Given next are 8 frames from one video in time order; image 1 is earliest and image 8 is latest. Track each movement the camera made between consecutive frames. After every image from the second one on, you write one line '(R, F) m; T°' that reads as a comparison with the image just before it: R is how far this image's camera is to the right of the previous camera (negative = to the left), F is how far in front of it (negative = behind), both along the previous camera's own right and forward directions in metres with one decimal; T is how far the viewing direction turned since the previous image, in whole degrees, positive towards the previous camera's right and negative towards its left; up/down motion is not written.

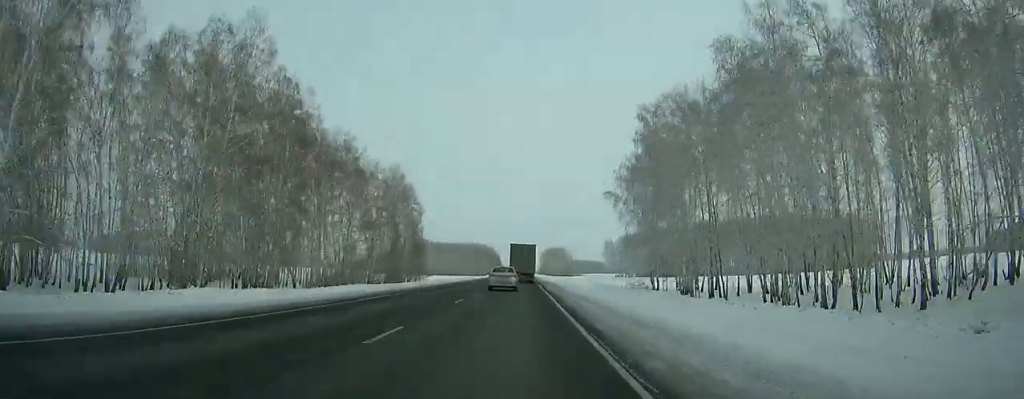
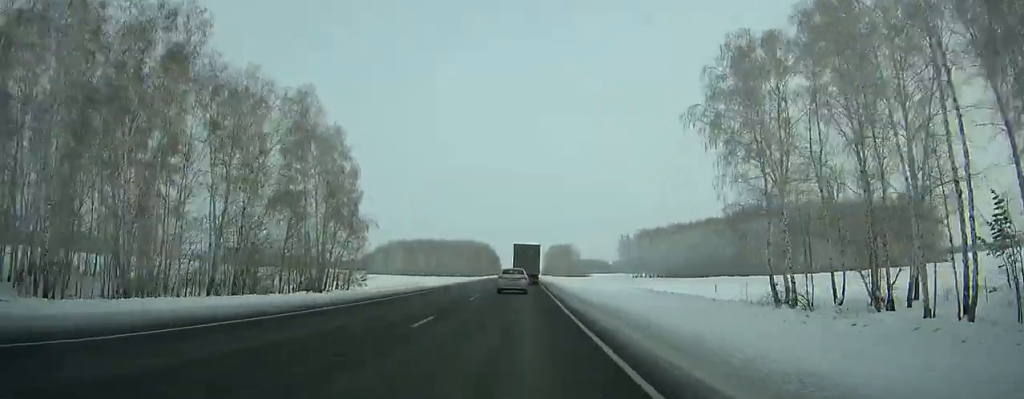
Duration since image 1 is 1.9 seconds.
(0.0, +45.5) m; 0°
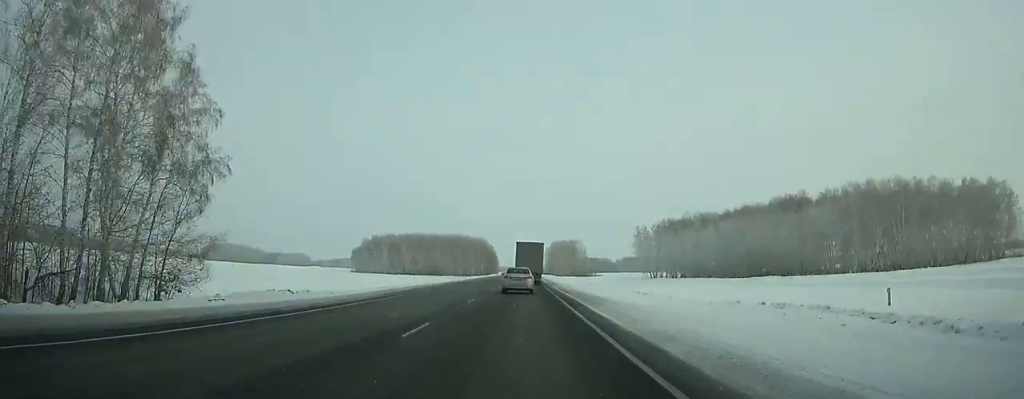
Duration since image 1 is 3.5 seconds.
(-0.1, +37.9) m; 0°
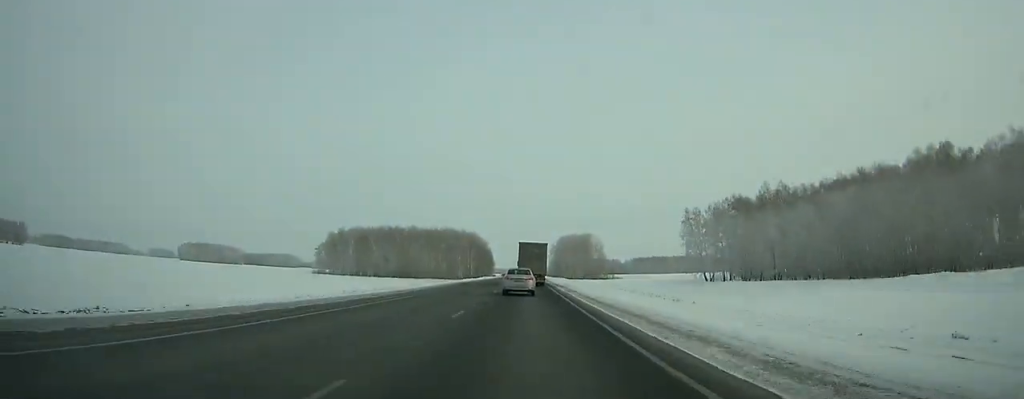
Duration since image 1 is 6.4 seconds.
(-0.2, +67.6) m; 0°
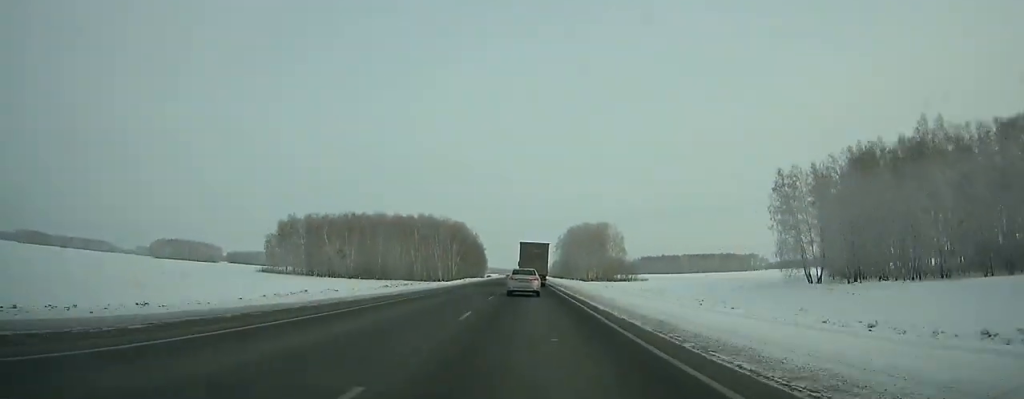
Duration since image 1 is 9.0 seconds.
(-0.2, +59.7) m; 0°
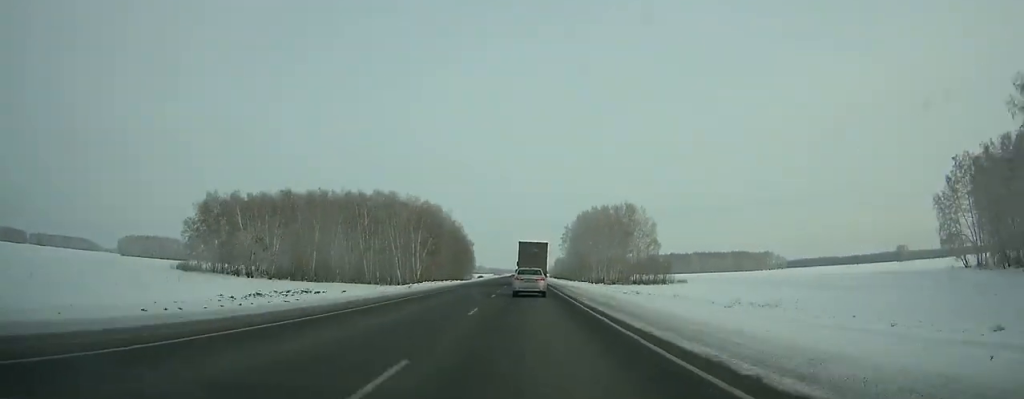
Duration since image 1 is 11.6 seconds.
(+0.3, +59.4) m; +1°
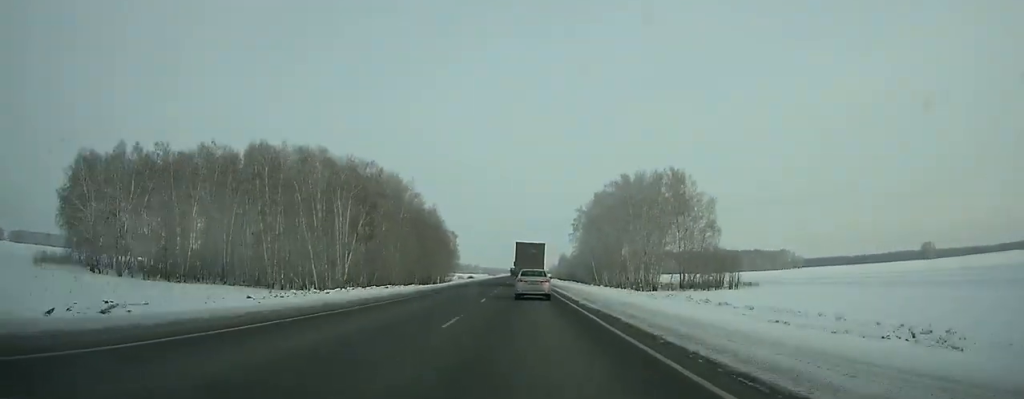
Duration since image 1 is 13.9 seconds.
(+0.3, +52.4) m; 0°
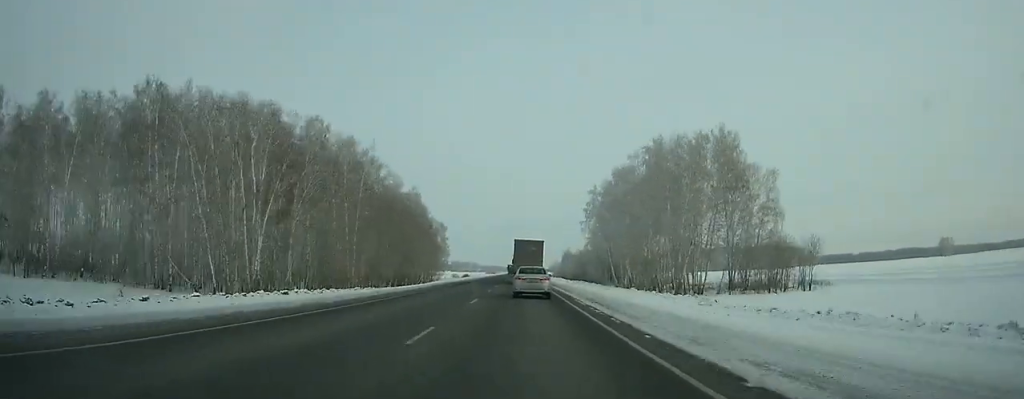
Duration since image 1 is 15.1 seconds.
(+0.2, +27.4) m; 0°
